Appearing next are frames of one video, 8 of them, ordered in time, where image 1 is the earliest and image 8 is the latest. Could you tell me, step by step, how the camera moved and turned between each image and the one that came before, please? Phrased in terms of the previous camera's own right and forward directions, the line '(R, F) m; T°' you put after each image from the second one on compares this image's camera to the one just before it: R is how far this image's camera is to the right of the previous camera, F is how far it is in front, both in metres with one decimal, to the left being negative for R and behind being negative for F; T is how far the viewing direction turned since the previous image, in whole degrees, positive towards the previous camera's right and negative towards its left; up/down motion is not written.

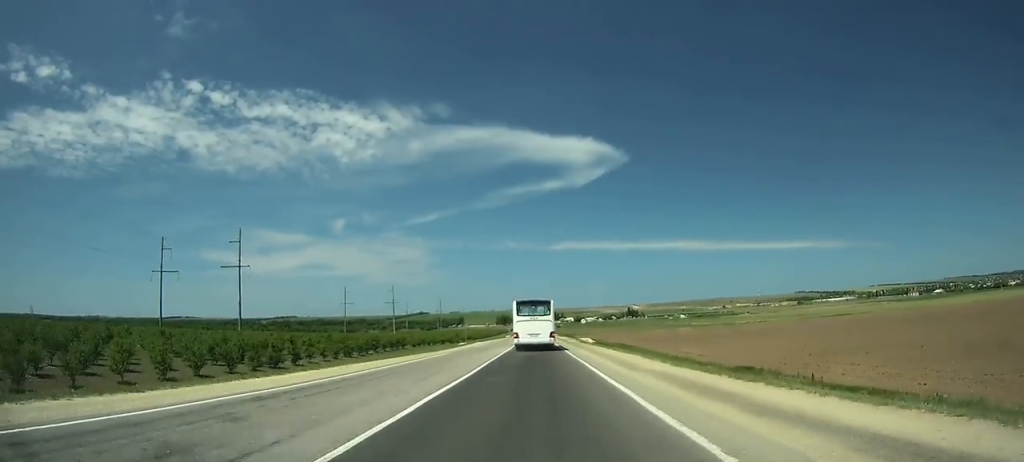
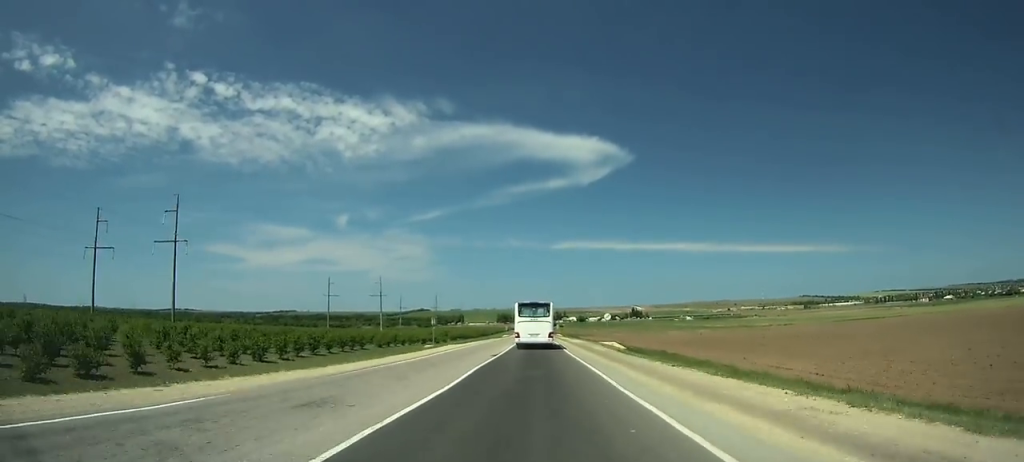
(0.0, +30.3) m; 0°
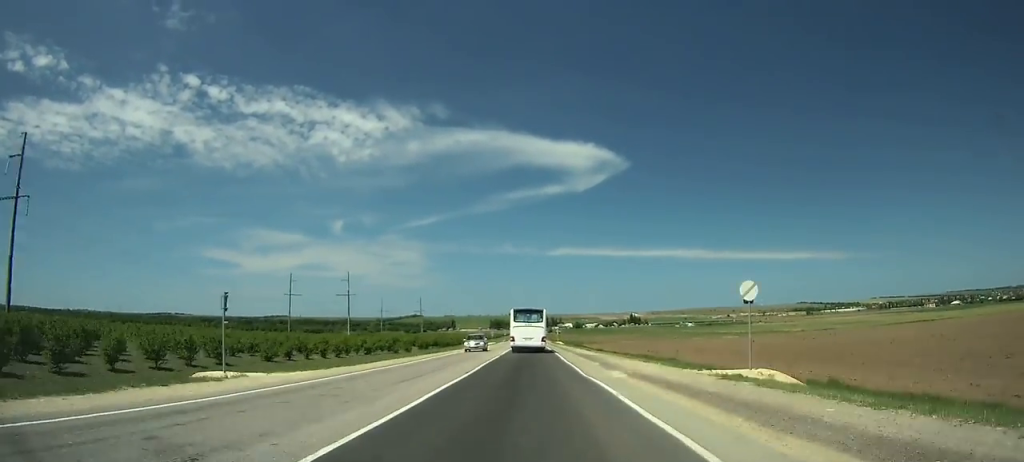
(+0.1, +43.3) m; 0°
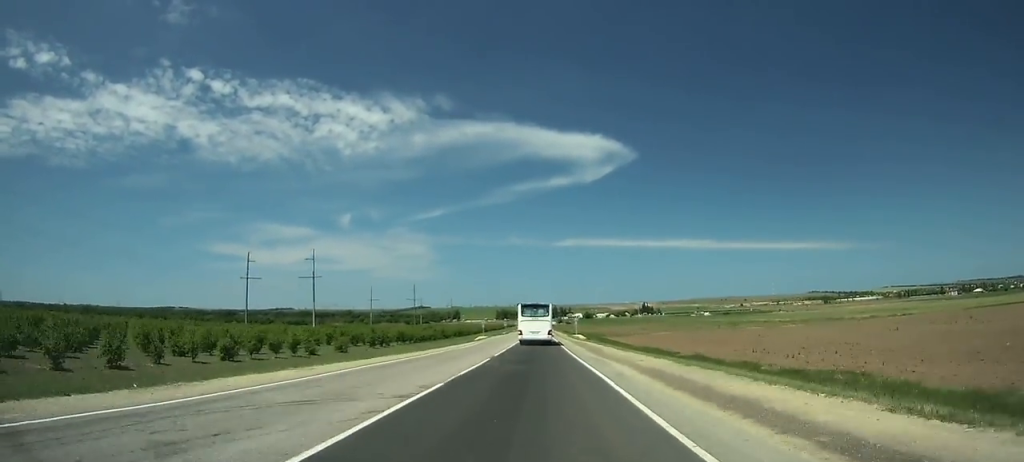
(-0.1, +48.5) m; 0°
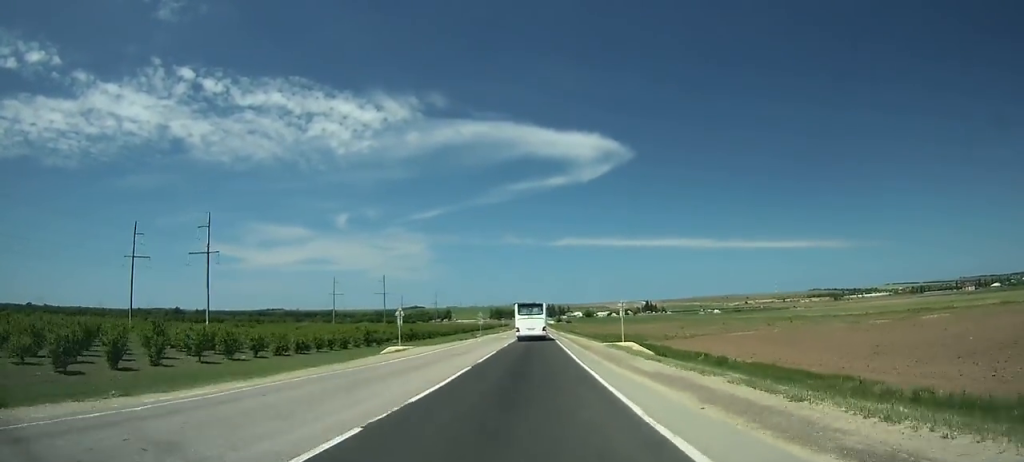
(-0.6, +67.9) m; -1°
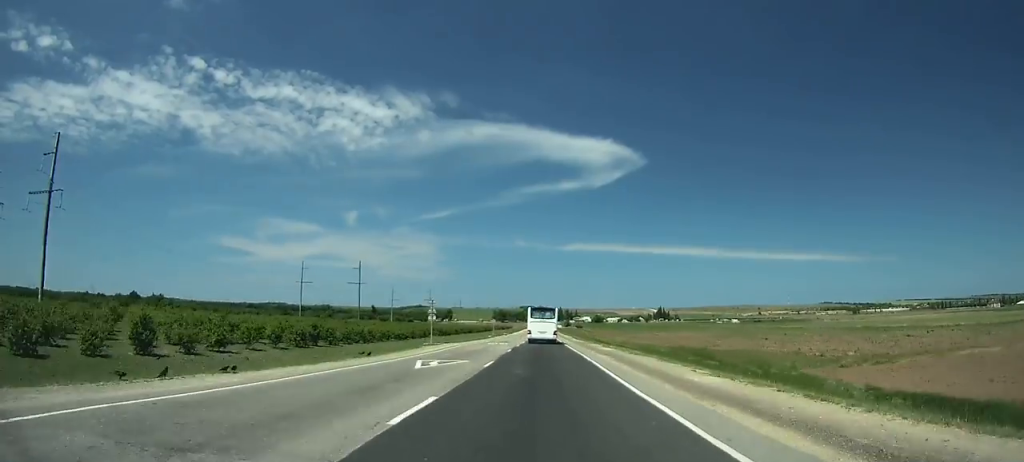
(-0.1, +55.6) m; 0°
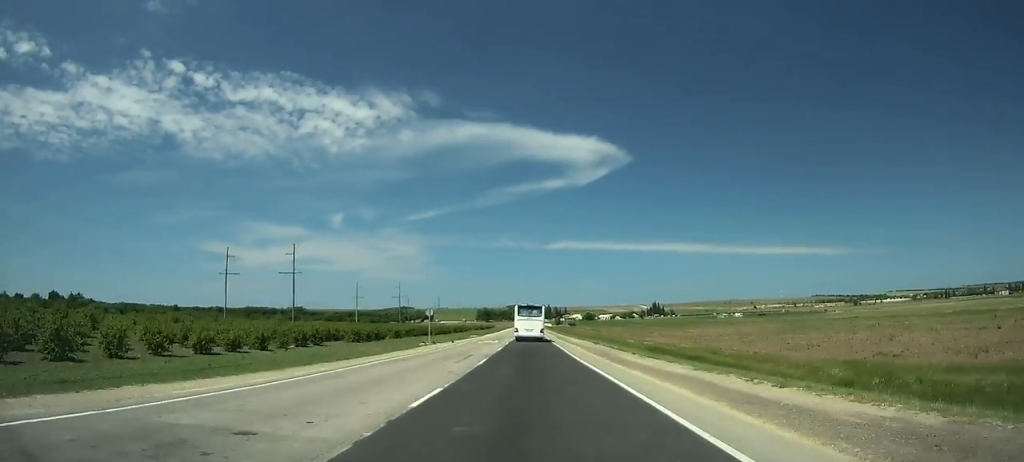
(+0.4, +57.9) m; +1°
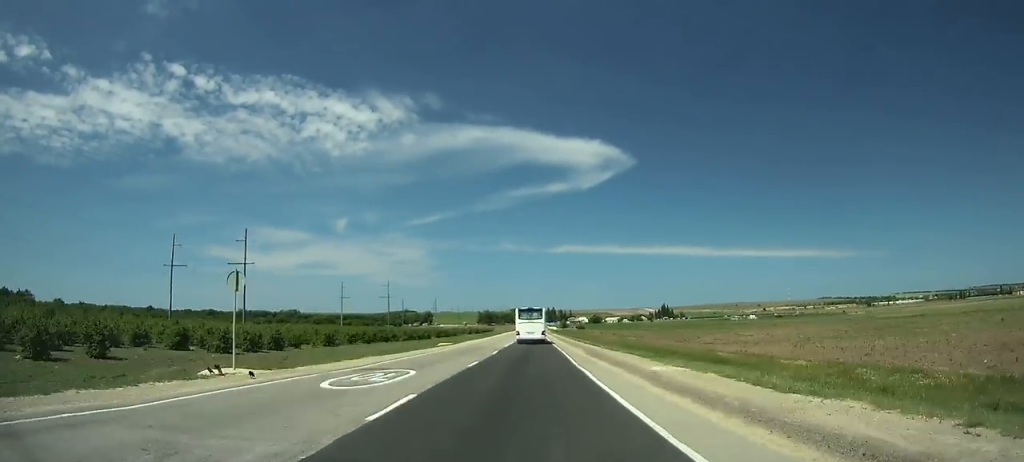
(+0.2, +37.6) m; 0°
